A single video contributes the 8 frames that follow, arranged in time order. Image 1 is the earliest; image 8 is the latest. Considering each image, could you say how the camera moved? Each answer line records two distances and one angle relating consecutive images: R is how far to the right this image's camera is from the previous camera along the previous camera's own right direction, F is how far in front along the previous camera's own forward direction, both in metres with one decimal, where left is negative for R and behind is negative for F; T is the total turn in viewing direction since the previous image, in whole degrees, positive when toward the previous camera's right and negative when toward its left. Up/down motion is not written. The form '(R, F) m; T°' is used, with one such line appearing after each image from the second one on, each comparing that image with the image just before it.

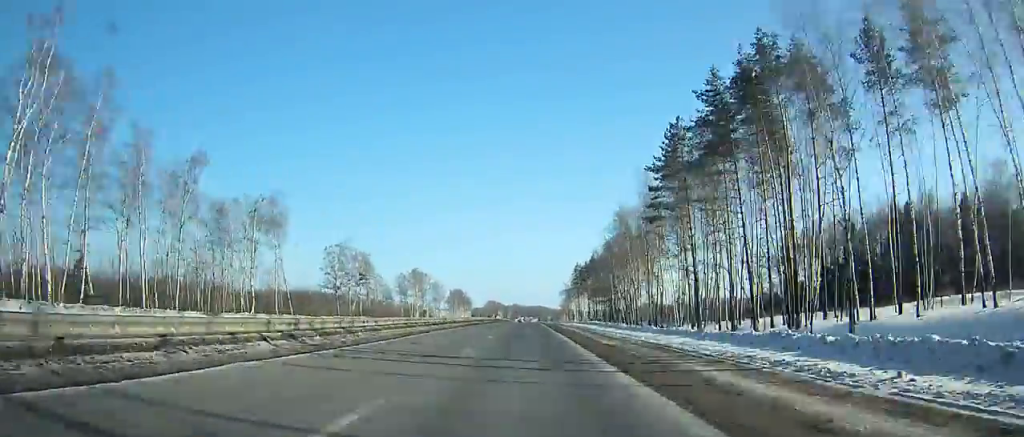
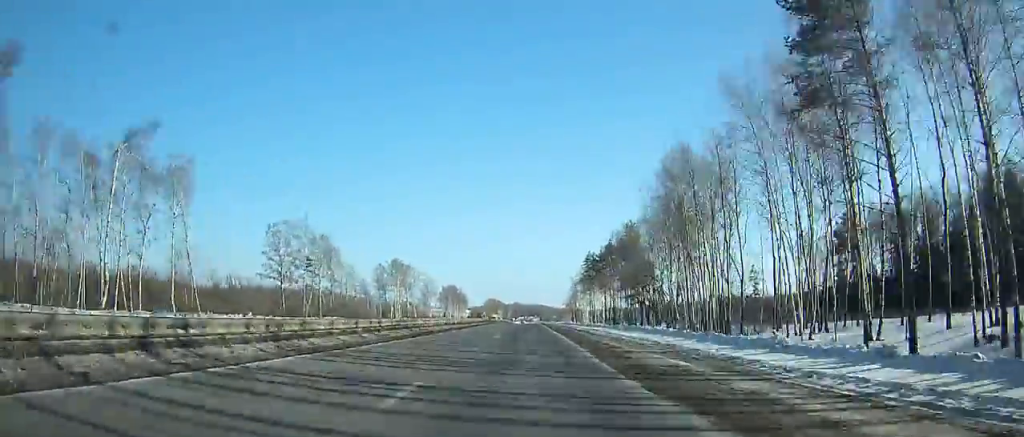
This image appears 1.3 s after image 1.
(-0.1, +33.4) m; 0°
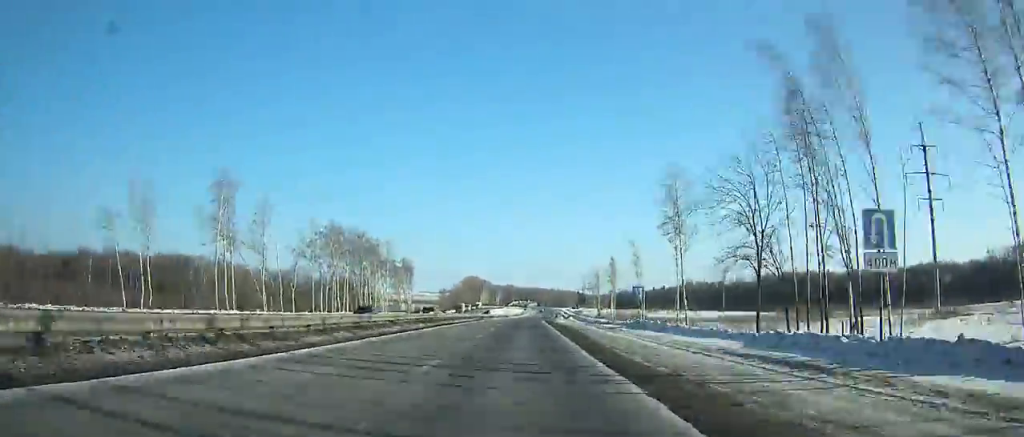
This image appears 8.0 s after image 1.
(+1.7, +174.1) m; +1°
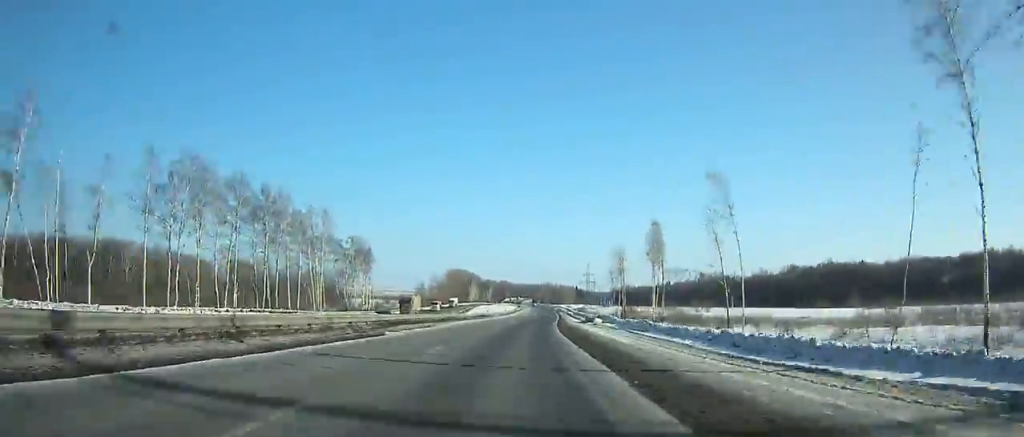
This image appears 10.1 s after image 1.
(-0.2, +54.8) m; +1°
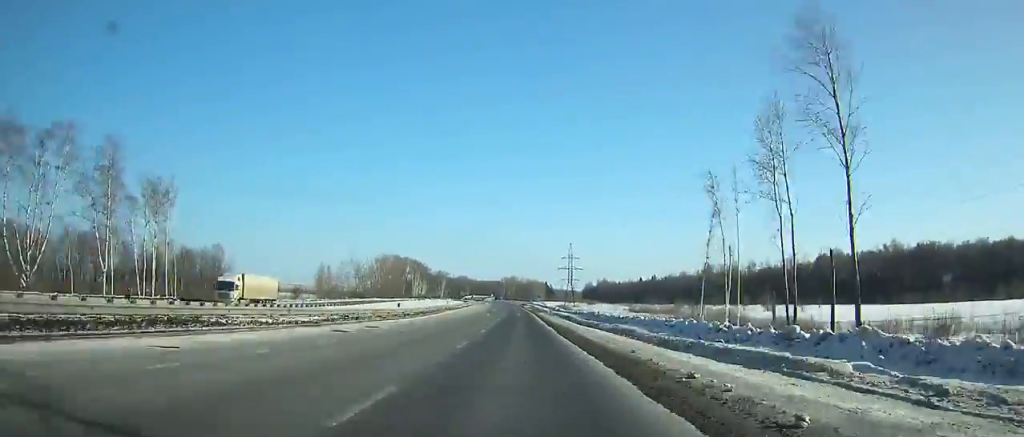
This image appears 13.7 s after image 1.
(+1.9, +93.9) m; +1°
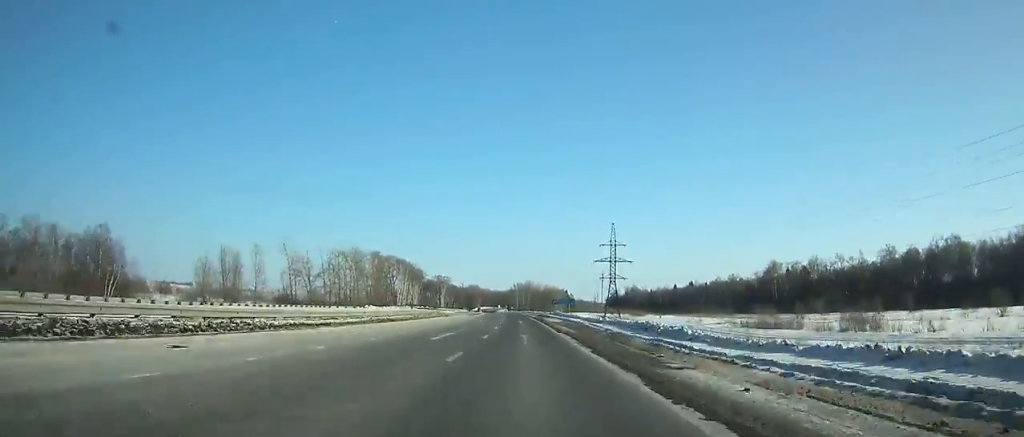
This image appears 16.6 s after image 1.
(-0.4, +75.7) m; -1°
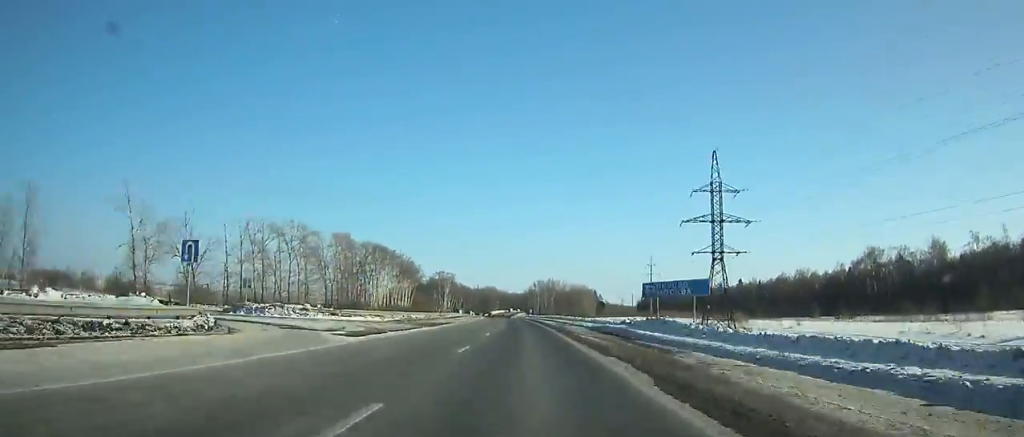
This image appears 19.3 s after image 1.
(-0.8, +70.5) m; -2°
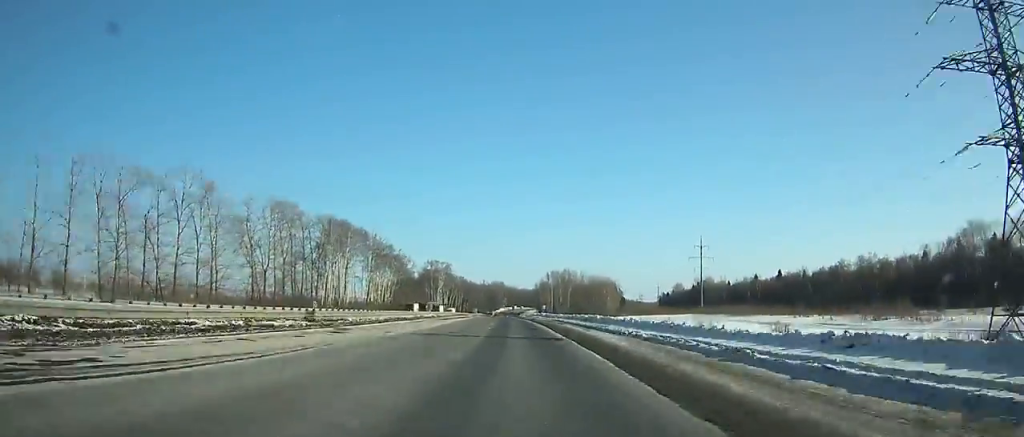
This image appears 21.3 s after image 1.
(-1.0, +52.3) m; -3°
